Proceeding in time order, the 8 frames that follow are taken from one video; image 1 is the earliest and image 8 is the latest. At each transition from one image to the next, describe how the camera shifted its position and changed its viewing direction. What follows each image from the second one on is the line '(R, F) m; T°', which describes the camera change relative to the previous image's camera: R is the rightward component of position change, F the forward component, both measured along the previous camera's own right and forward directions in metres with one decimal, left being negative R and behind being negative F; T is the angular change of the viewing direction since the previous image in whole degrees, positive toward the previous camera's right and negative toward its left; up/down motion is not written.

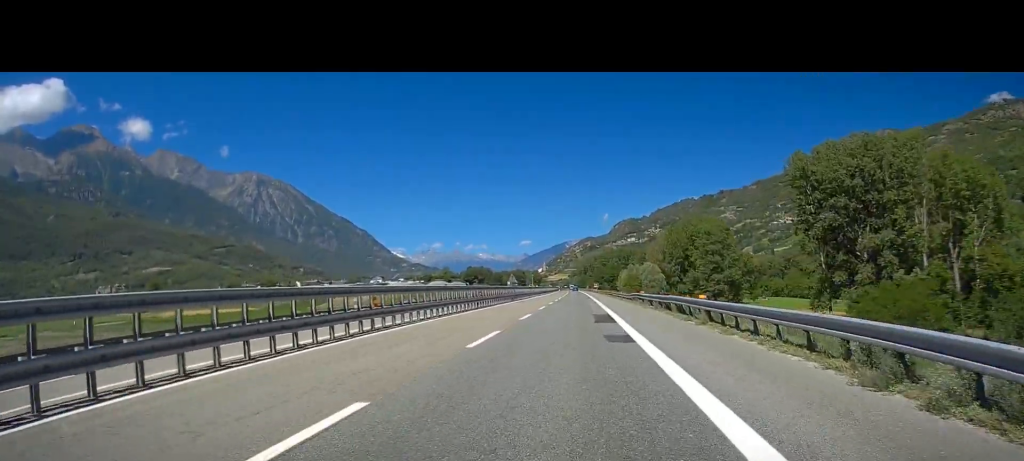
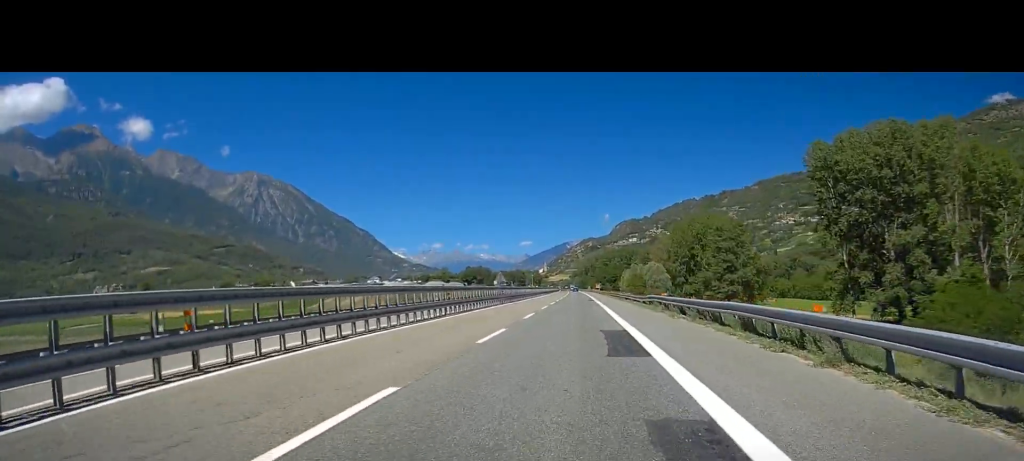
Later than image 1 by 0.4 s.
(+0.2, +10.9) m; 0°
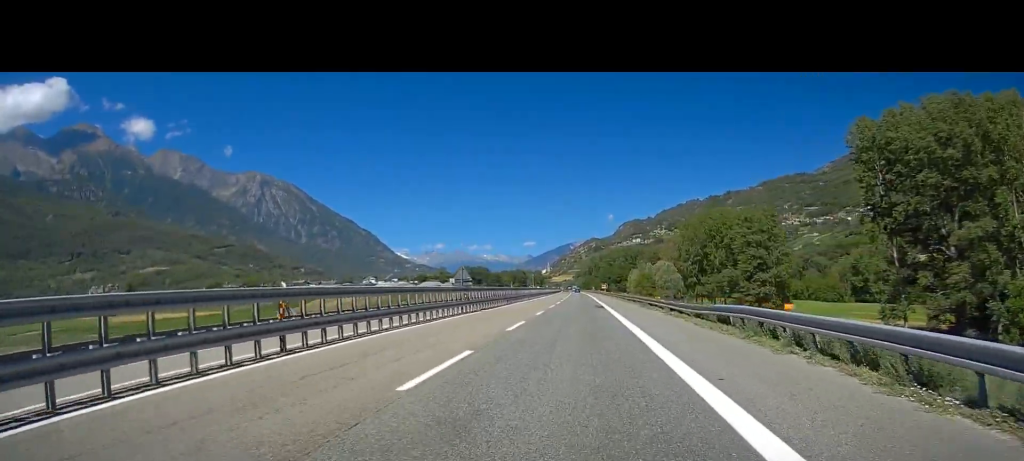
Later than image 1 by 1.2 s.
(0.0, +19.2) m; 0°
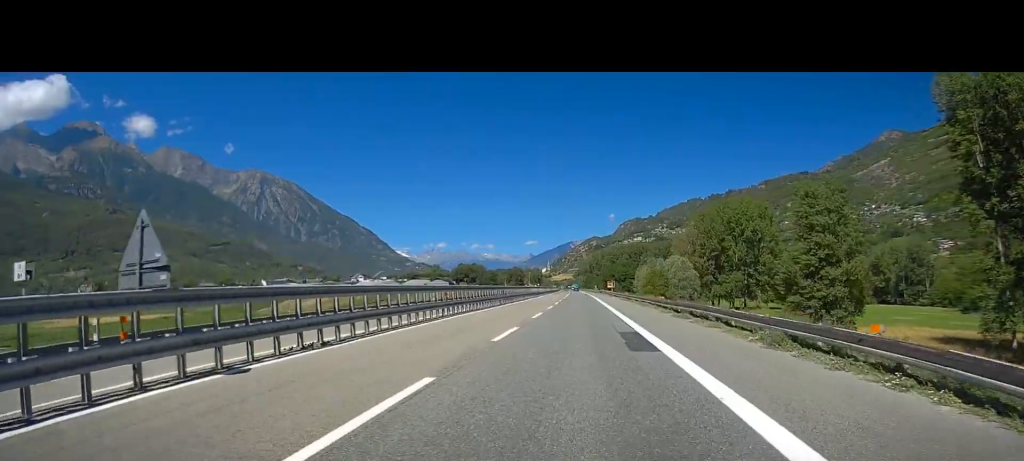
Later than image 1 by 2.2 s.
(-0.3, +28.4) m; -1°
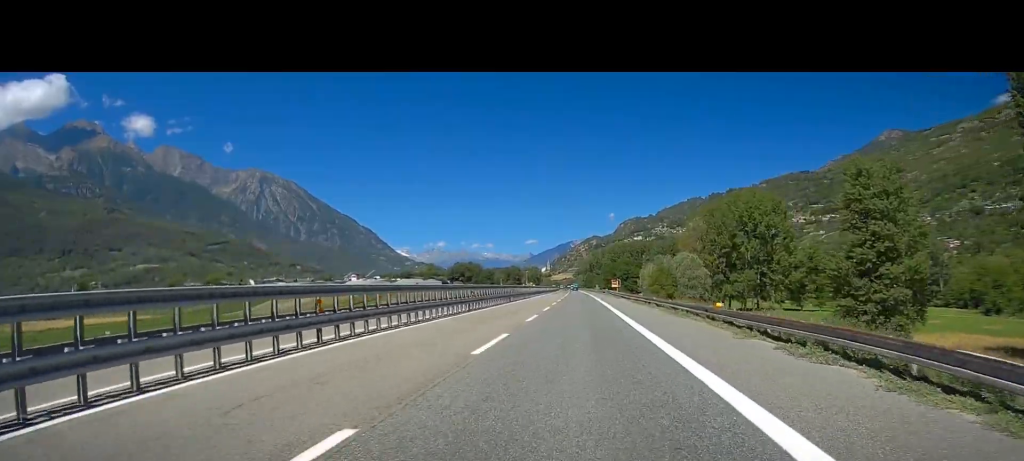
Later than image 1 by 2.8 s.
(0.0, +15.3) m; 0°
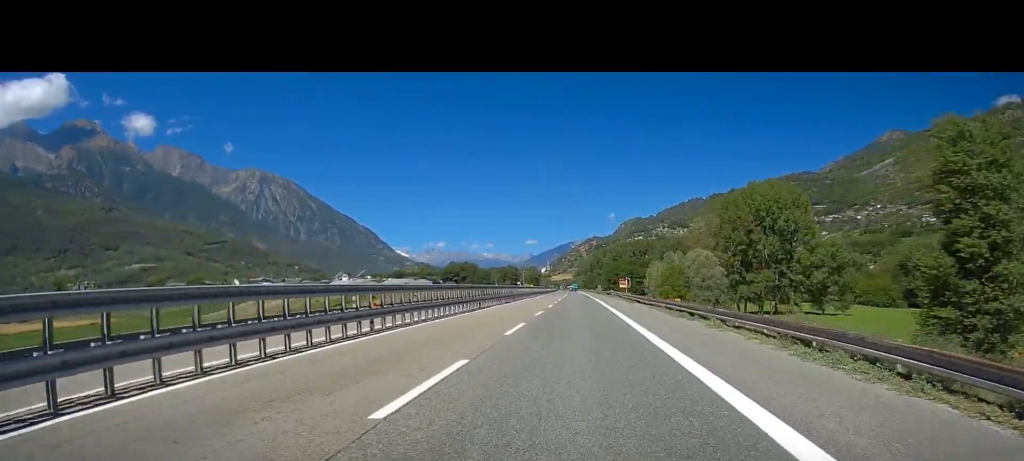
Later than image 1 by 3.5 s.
(0.0, +18.4) m; 0°
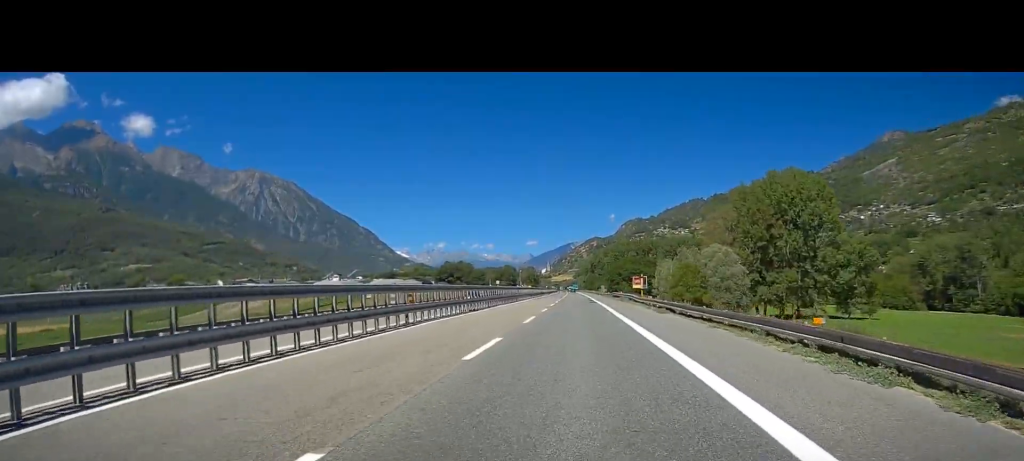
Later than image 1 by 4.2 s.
(0.0, +18.4) m; 0°
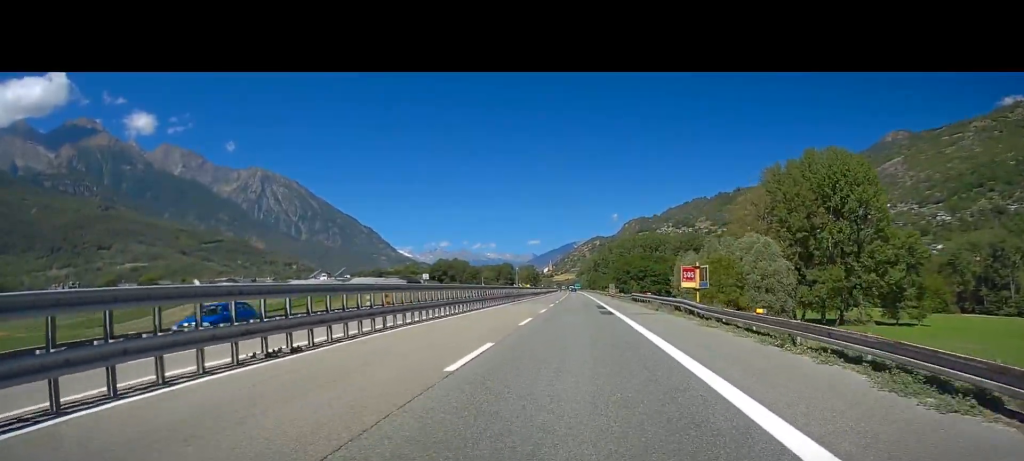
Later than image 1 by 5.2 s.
(0.0, +25.5) m; 0°
